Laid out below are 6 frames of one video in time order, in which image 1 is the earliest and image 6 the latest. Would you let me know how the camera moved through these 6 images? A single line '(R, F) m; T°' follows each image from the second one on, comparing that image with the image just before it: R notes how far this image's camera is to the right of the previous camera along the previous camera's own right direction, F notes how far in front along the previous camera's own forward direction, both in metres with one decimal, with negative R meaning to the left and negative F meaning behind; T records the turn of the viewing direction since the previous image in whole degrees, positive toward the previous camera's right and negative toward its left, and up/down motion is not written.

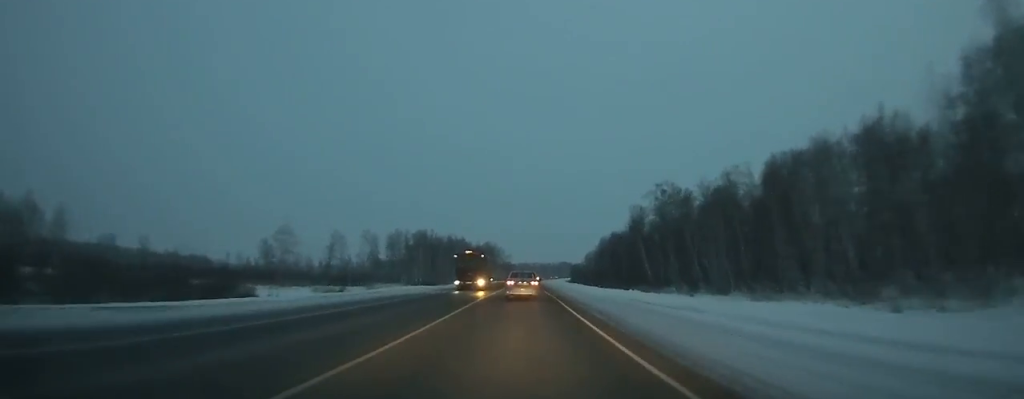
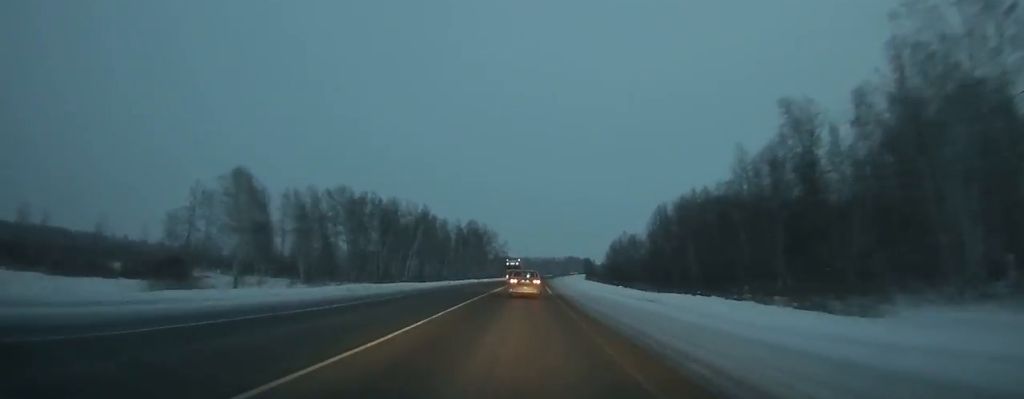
(+0.1, +98.1) m; +1°
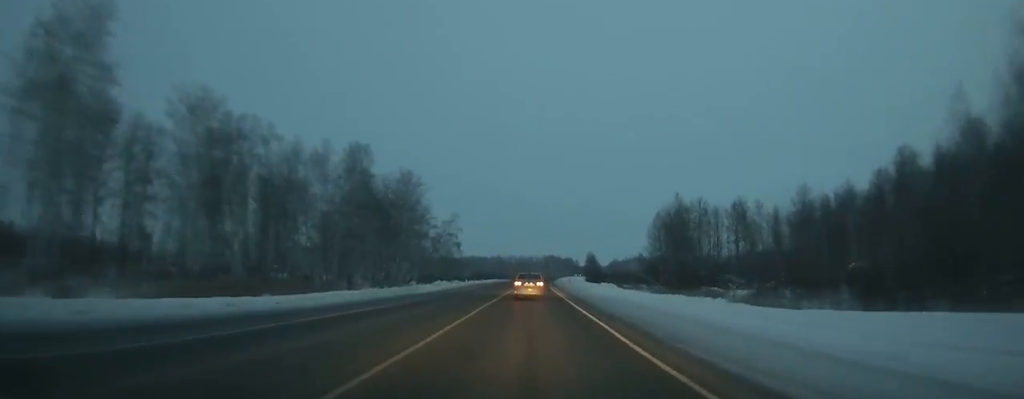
(+2.2, +125.6) m; +2°
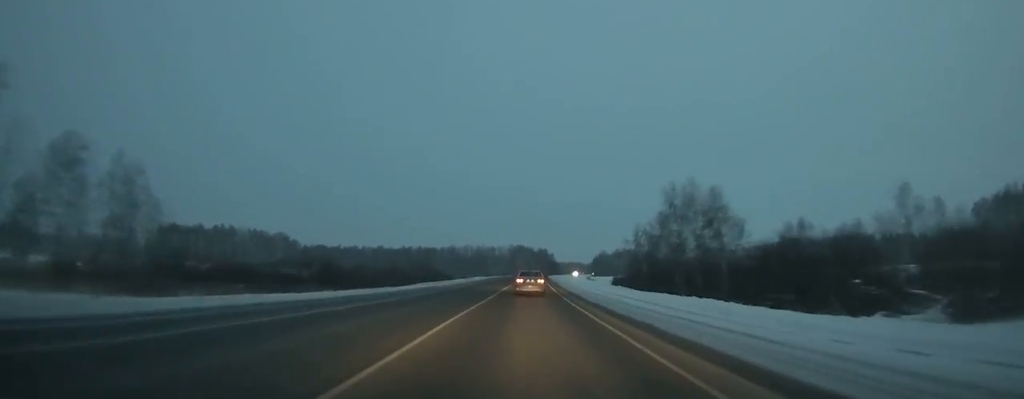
(+5.1, +167.7) m; +3°
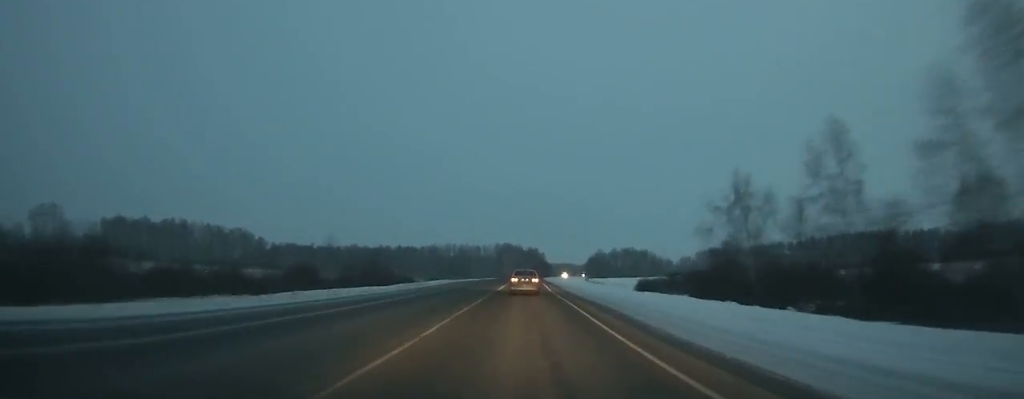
(+0.3, +47.3) m; 0°
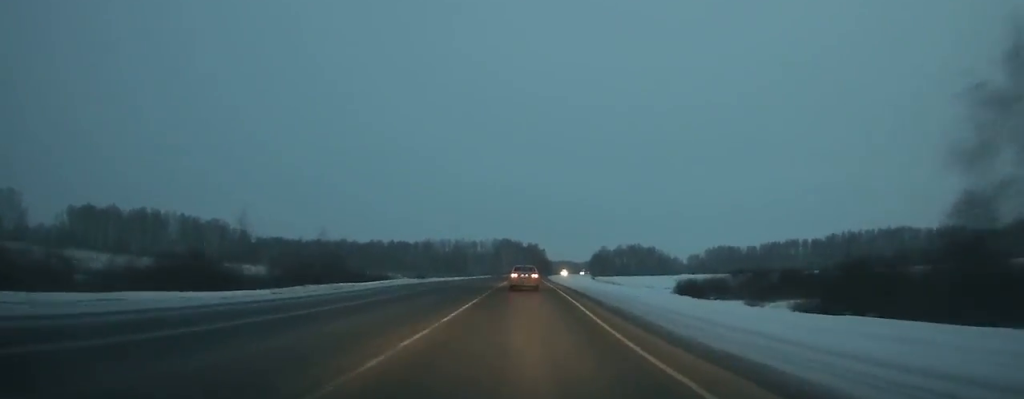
(0.0, +29.9) m; 0°
